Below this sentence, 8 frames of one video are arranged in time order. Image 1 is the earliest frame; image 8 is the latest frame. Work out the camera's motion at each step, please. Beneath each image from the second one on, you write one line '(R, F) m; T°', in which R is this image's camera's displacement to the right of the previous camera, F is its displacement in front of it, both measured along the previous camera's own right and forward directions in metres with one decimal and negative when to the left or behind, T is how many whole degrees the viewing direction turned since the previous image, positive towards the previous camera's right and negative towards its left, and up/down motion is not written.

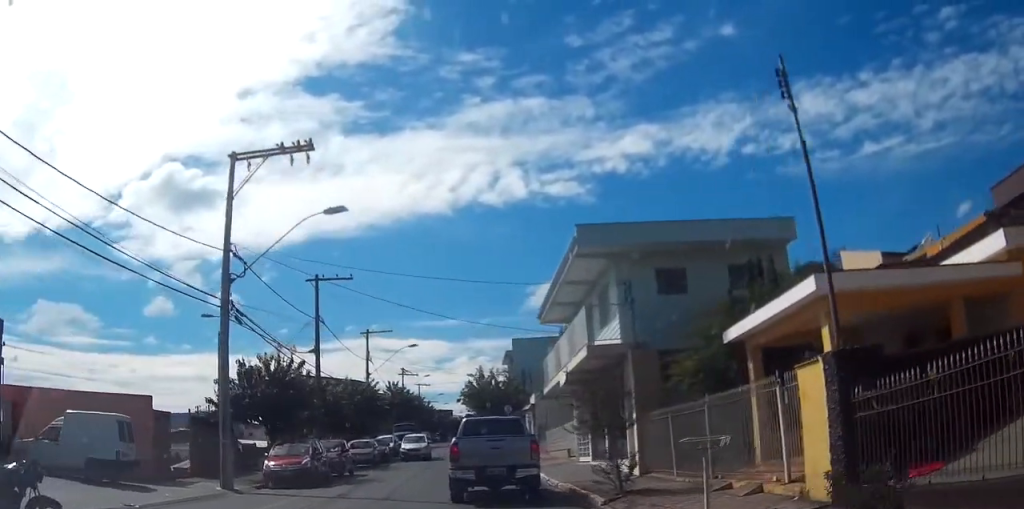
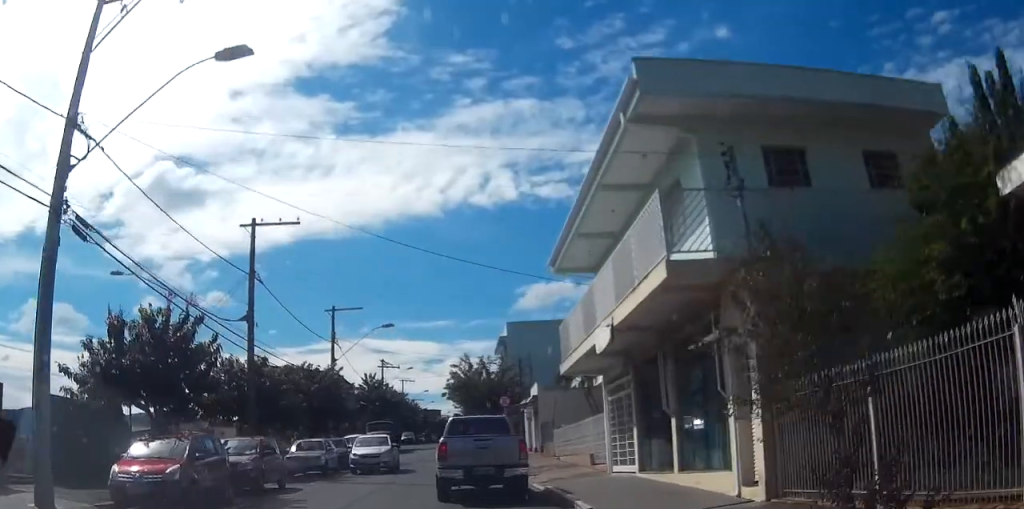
(+0.1, +9.1) m; 0°
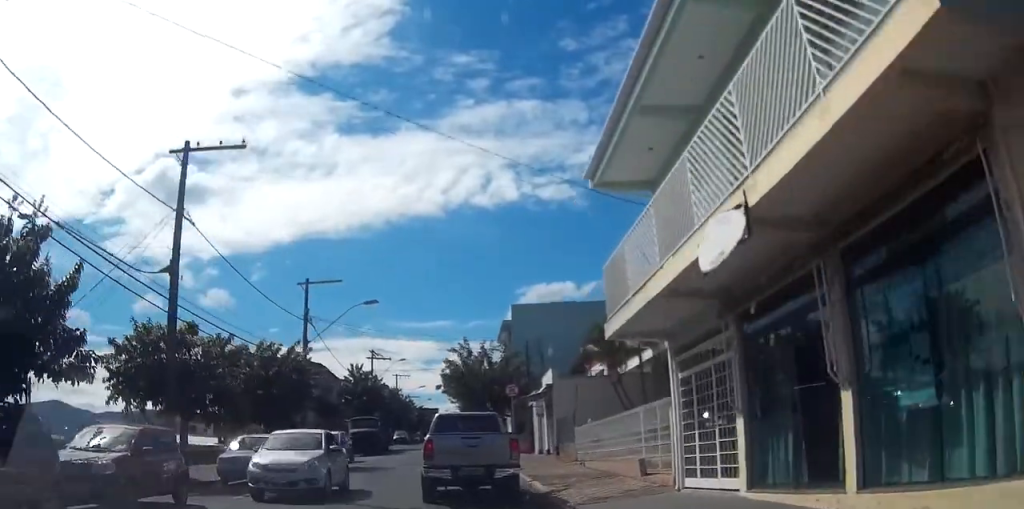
(-0.1, +7.1) m; 0°
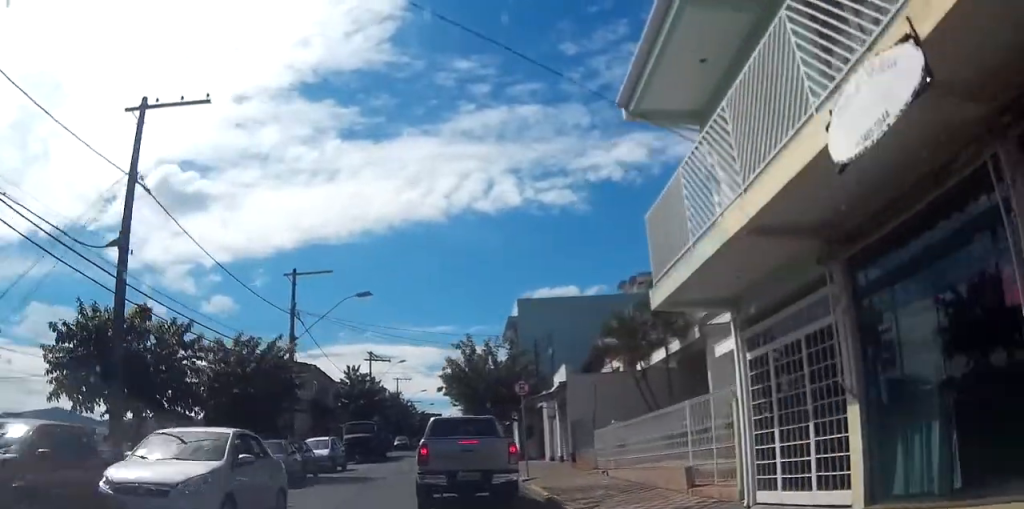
(0.0, +3.3) m; +1°
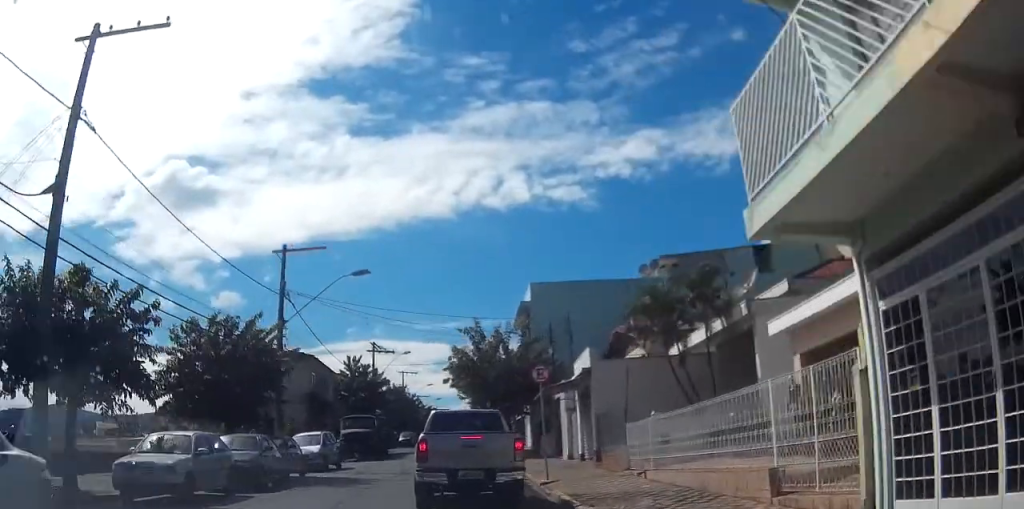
(+0.1, +3.5) m; +1°
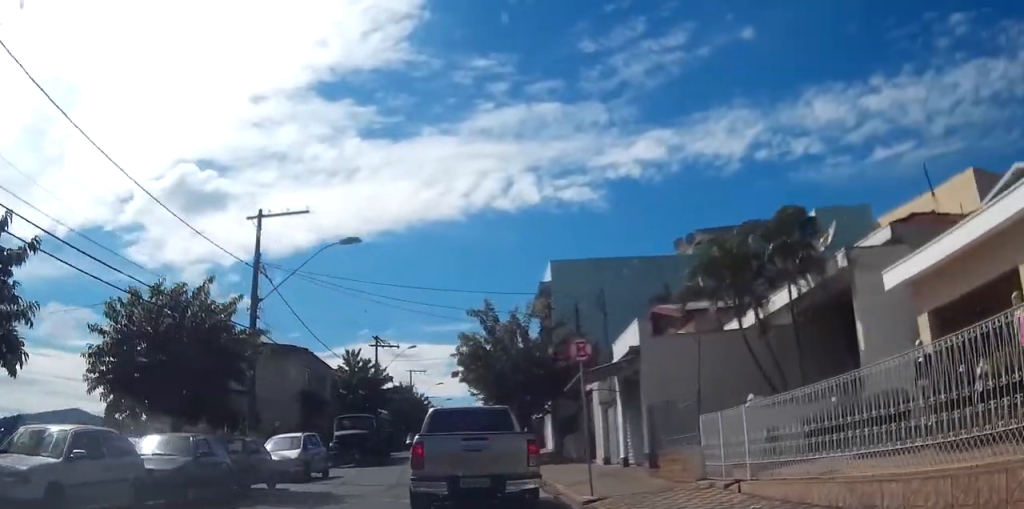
(0.0, +5.2) m; 0°
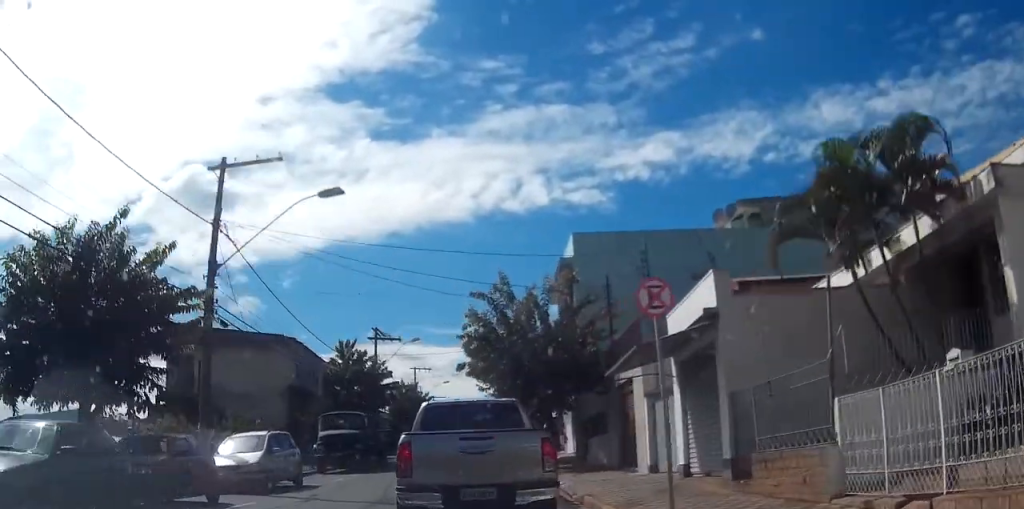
(-0.1, +5.0) m; -2°
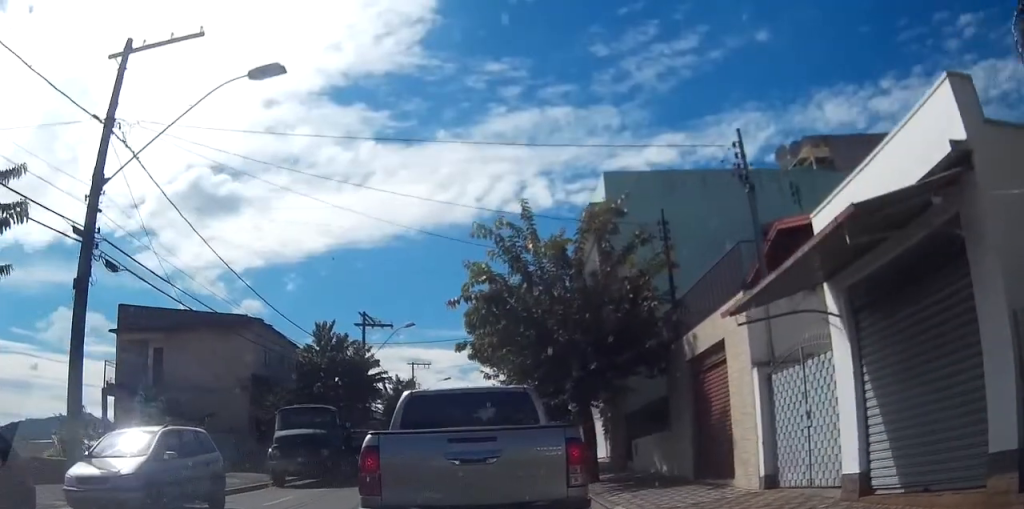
(-0.3, +7.4) m; -3°
